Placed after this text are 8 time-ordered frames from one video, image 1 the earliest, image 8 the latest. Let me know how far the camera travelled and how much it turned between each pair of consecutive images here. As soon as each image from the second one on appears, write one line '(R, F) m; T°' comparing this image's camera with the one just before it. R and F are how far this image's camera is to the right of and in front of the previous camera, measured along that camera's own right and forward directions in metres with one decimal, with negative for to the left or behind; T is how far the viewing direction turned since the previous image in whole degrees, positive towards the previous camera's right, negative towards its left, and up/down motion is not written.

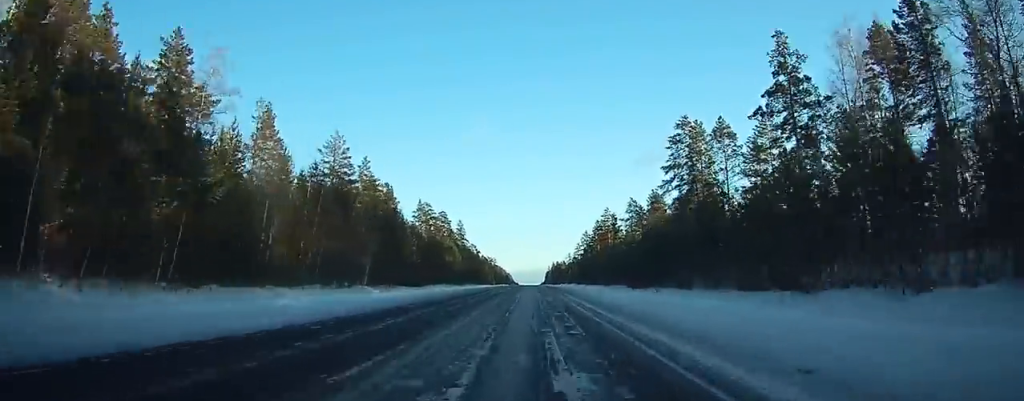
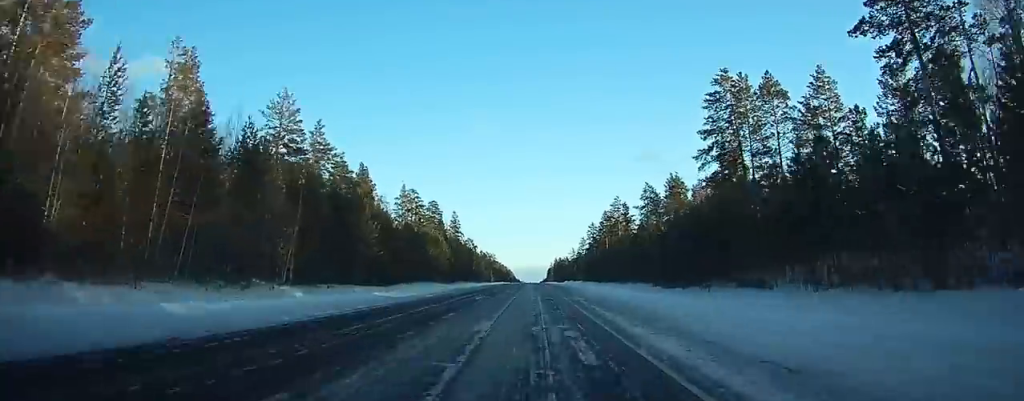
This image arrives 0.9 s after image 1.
(-0.1, +21.9) m; 0°
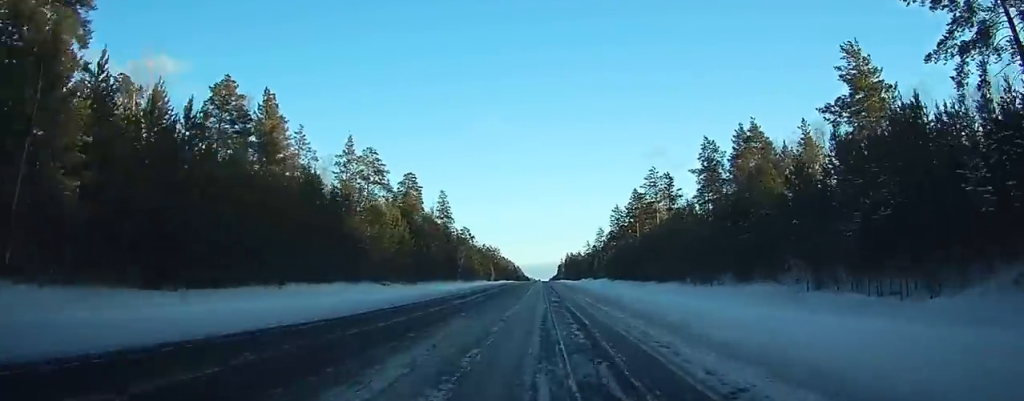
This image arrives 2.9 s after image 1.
(-0.1, +47.0) m; 0°
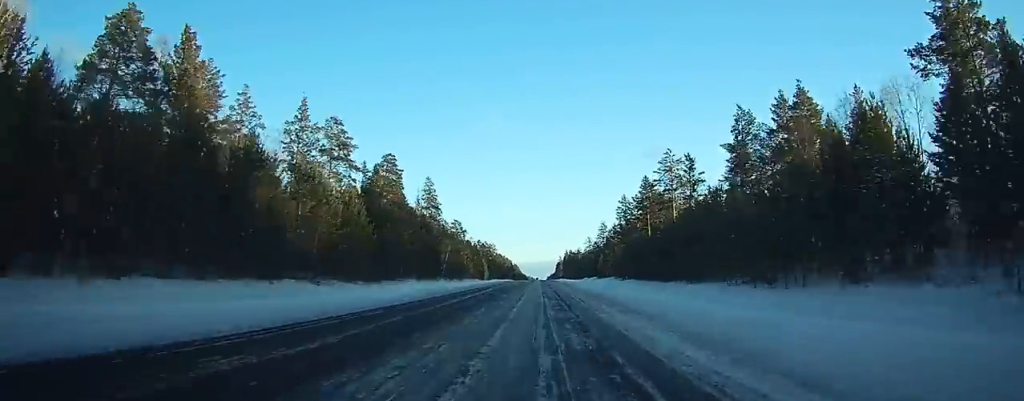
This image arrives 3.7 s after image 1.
(0.0, +18.9) m; 0°
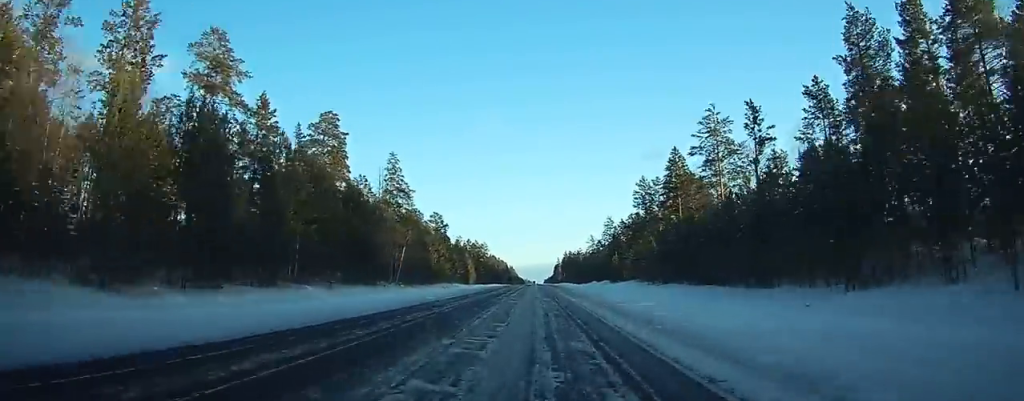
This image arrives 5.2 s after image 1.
(+0.1, +34.7) m; 0°
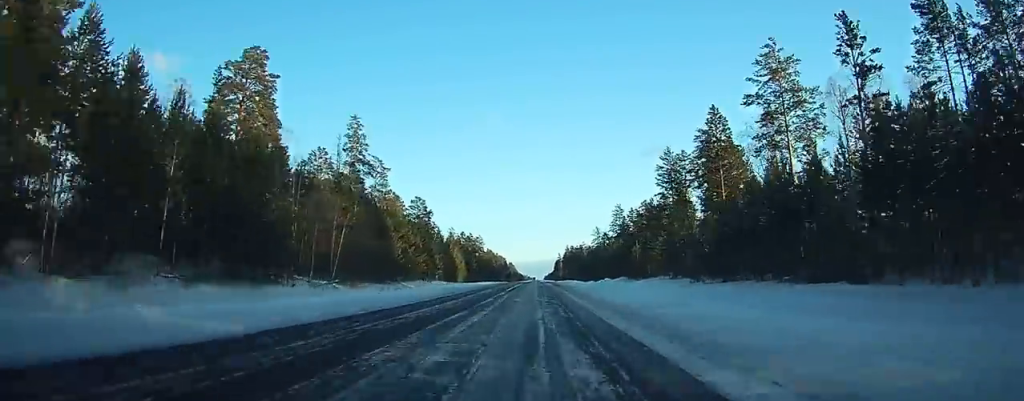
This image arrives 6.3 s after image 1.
(+0.1, +25.4) m; 0°
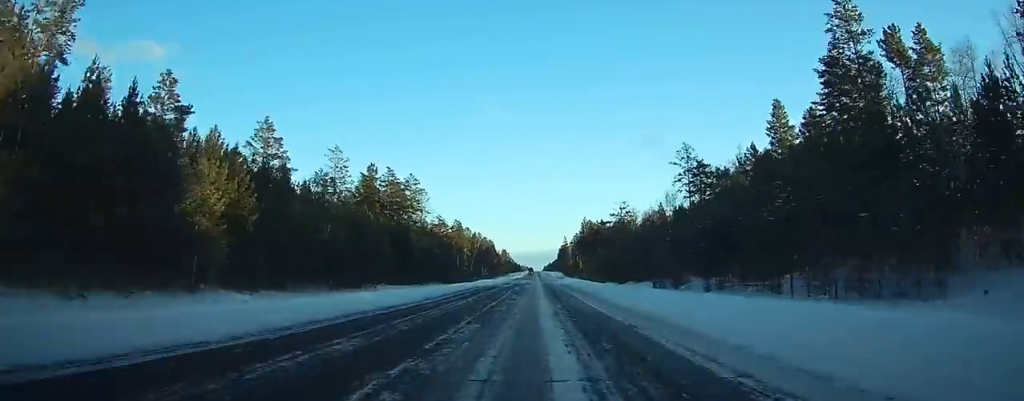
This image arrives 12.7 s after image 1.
(-0.9, +153.5) m; 0°
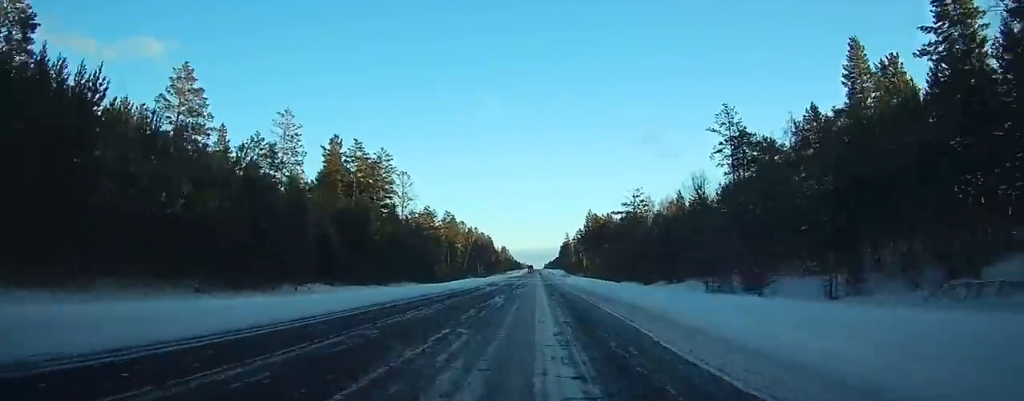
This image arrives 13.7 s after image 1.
(0.0, +23.5) m; 0°
